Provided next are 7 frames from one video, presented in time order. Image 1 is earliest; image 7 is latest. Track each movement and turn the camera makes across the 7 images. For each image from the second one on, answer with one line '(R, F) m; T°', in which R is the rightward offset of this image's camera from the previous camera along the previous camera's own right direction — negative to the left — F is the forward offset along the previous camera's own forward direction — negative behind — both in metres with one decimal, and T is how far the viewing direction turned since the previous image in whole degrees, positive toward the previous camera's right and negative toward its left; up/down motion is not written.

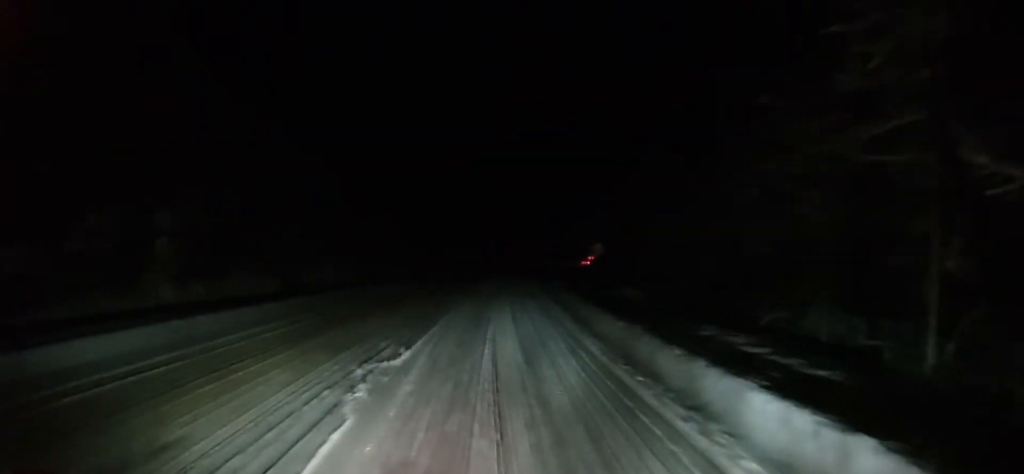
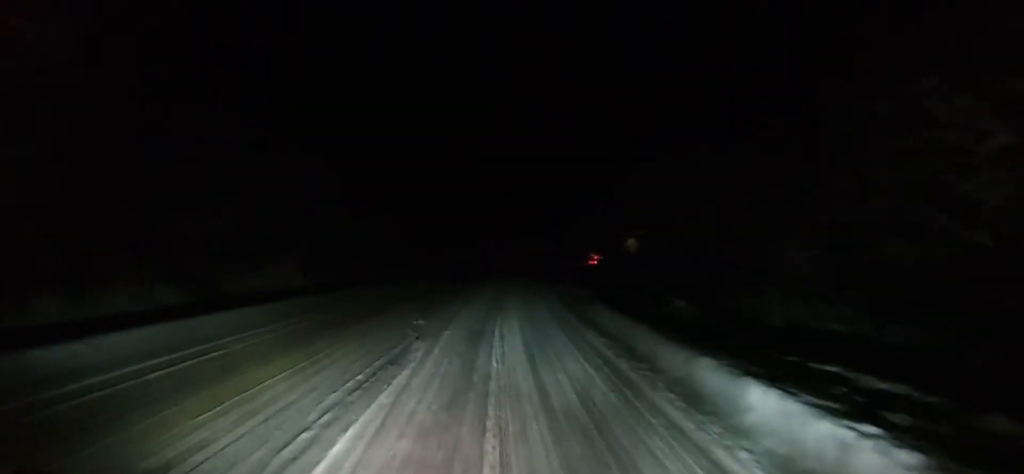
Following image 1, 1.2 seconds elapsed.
(+0.2, +13.3) m; 0°
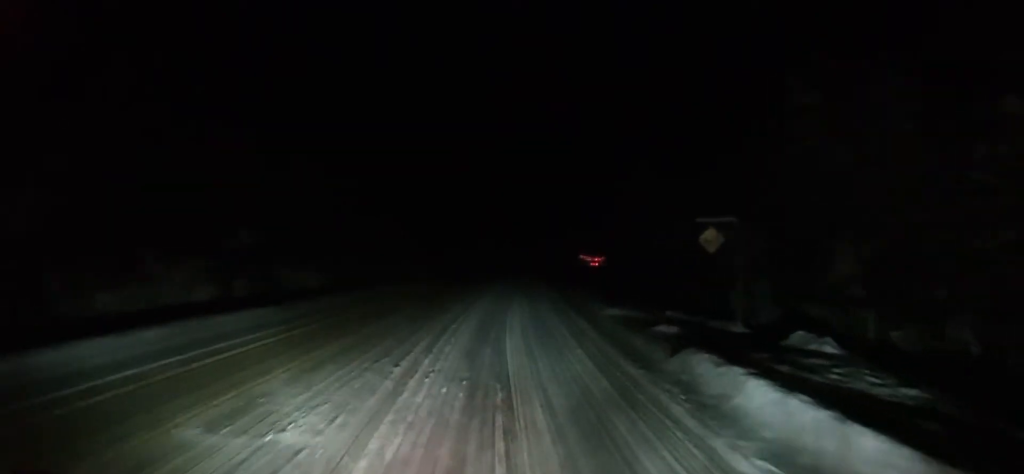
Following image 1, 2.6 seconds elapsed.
(-0.3, +15.7) m; -1°
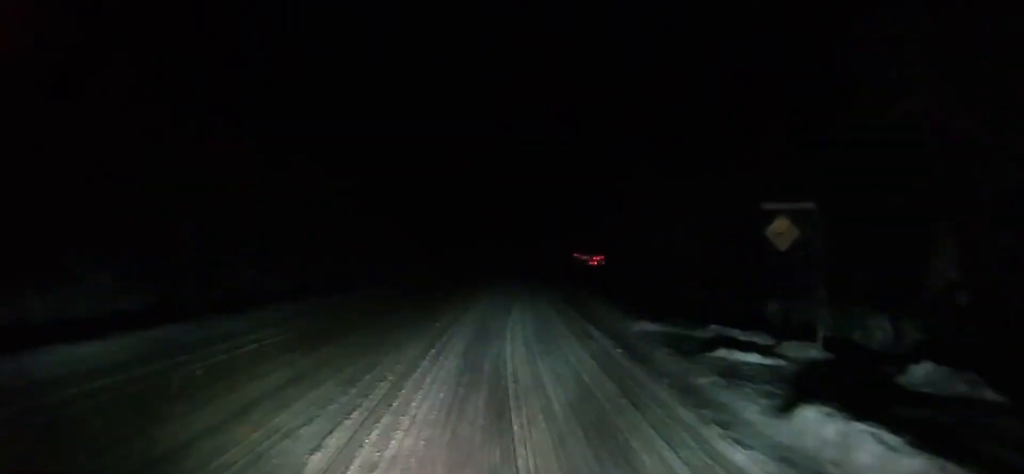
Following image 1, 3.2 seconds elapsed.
(0.0, +6.5) m; +1°
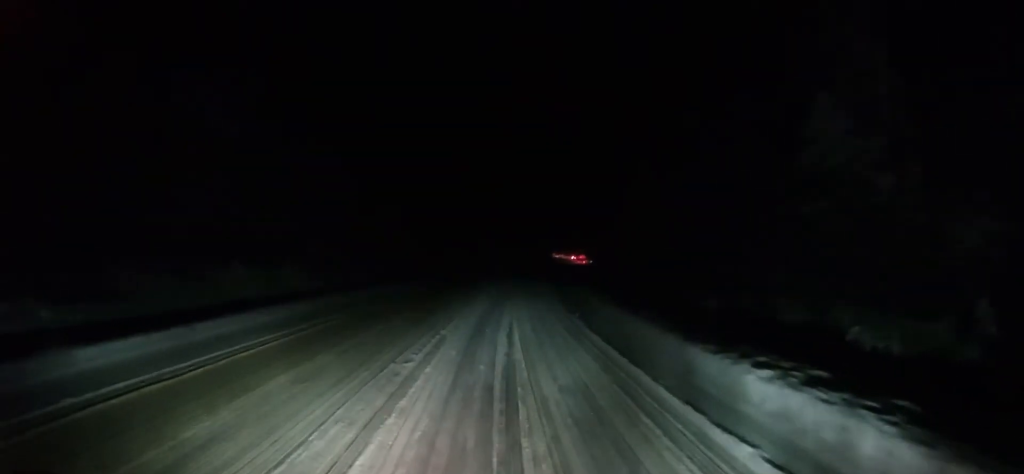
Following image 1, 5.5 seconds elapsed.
(+0.9, +25.0) m; +1°
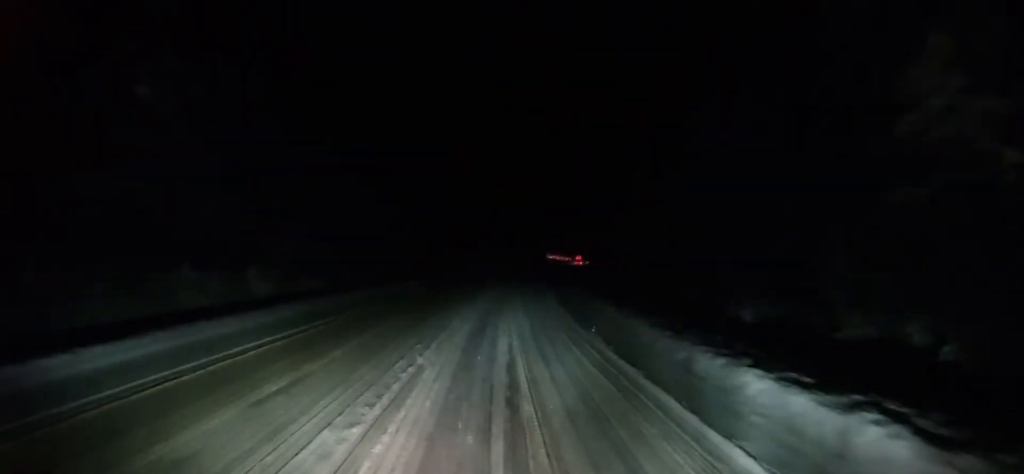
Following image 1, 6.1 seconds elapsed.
(-0.2, +5.8) m; -1°
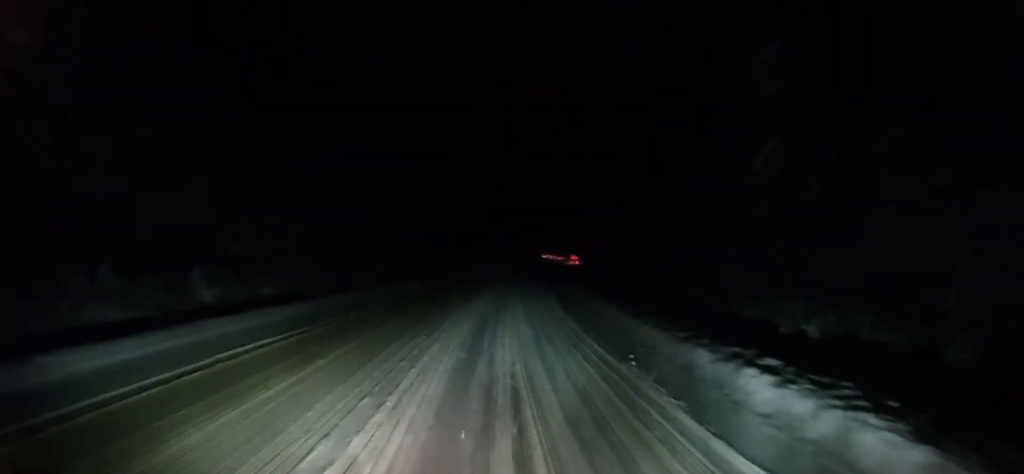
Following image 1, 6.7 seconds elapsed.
(+0.2, +7.3) m; +2°
